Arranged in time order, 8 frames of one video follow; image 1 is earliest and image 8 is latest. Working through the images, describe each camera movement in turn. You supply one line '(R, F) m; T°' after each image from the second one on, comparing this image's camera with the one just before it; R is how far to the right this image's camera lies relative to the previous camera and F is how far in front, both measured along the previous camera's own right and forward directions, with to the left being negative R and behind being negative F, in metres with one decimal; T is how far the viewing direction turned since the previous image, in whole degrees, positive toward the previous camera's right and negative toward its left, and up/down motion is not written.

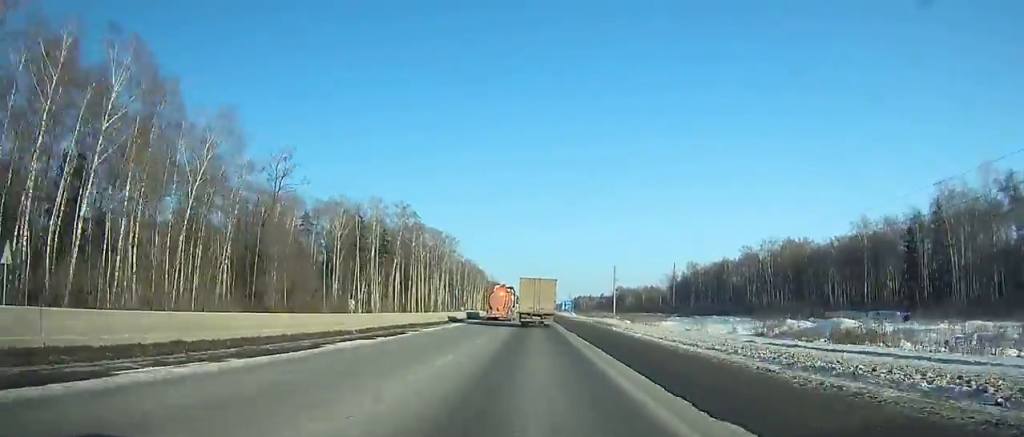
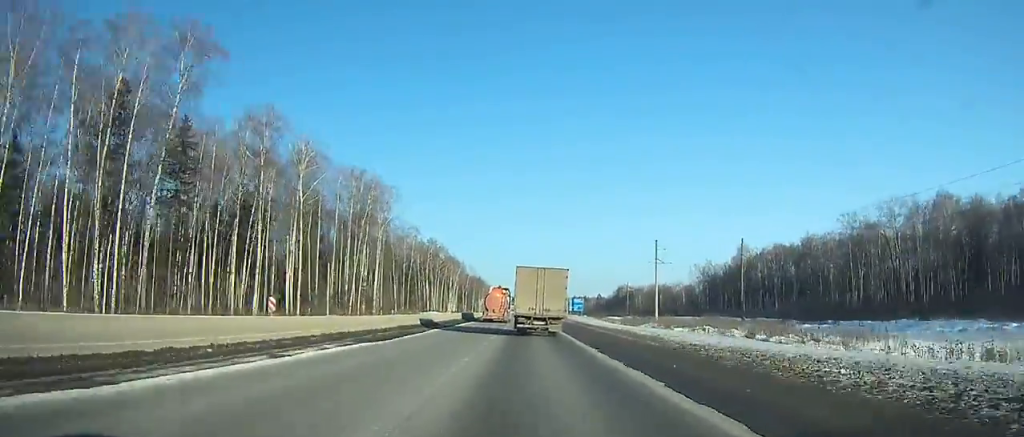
(-0.2, +88.6) m; 0°
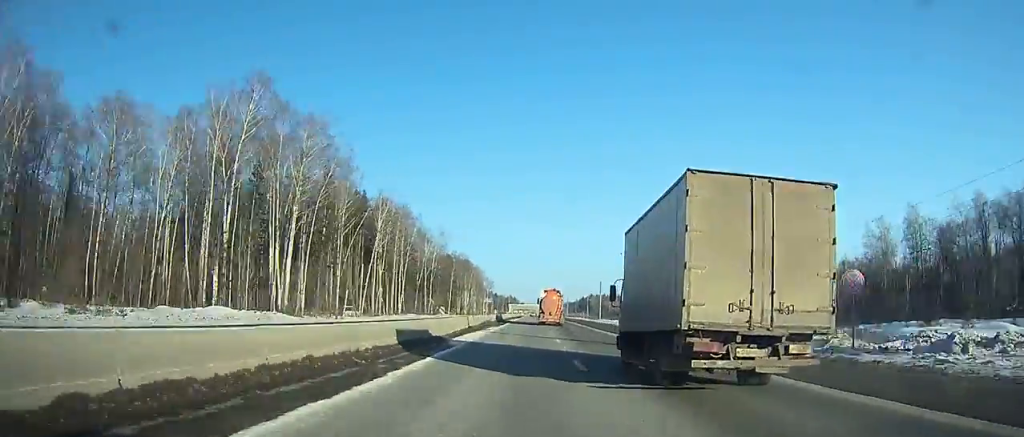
(-1.0, +150.4) m; 0°
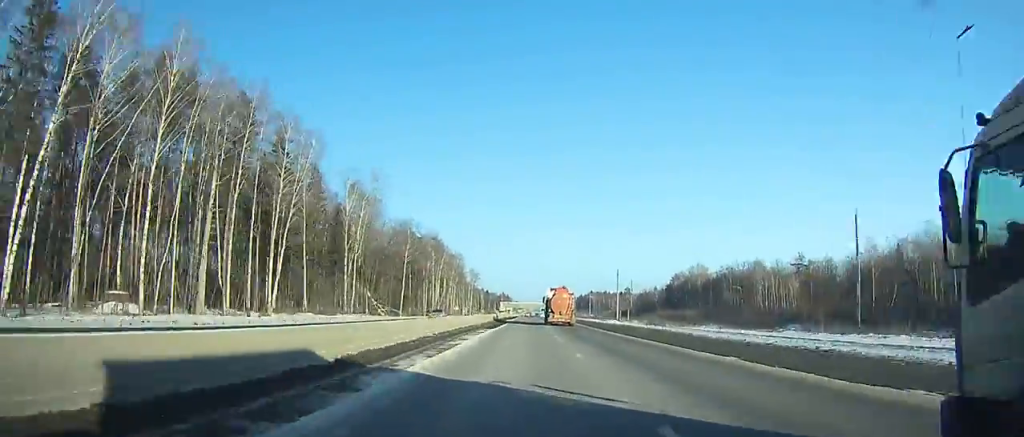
(+0.6, +69.3) m; +1°
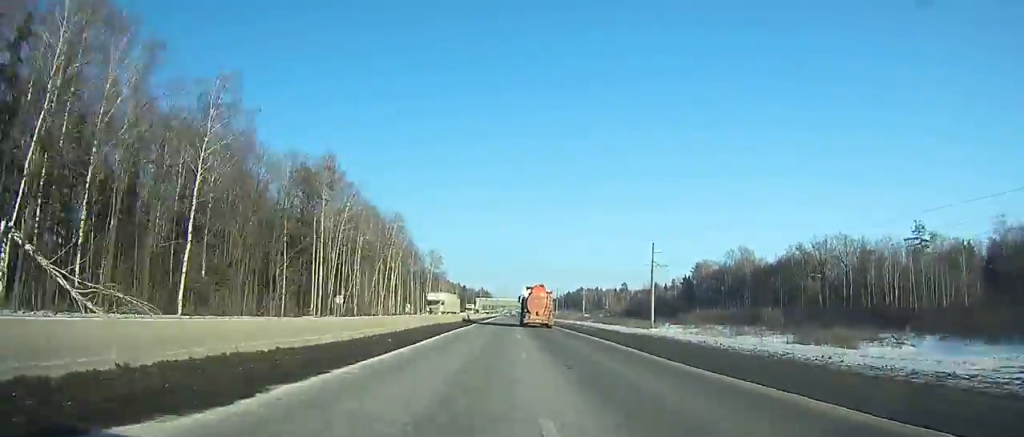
(+1.1, +81.1) m; +1°
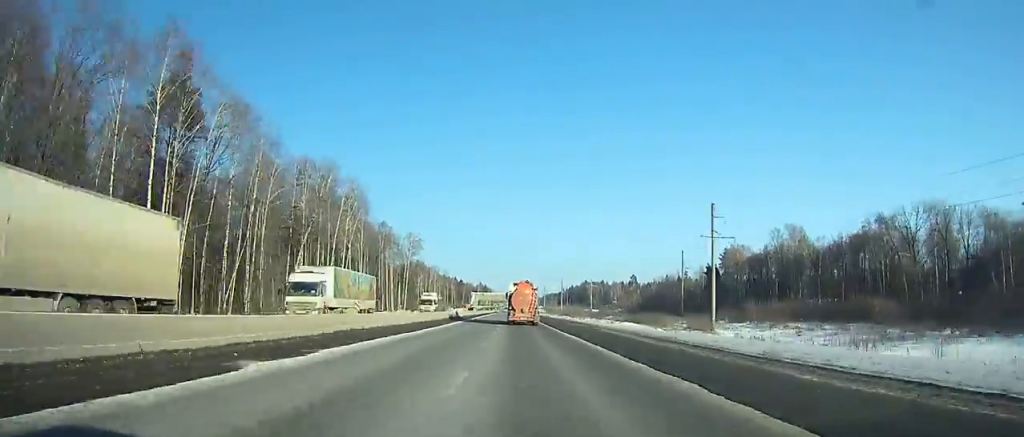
(+0.1, +41.9) m; 0°
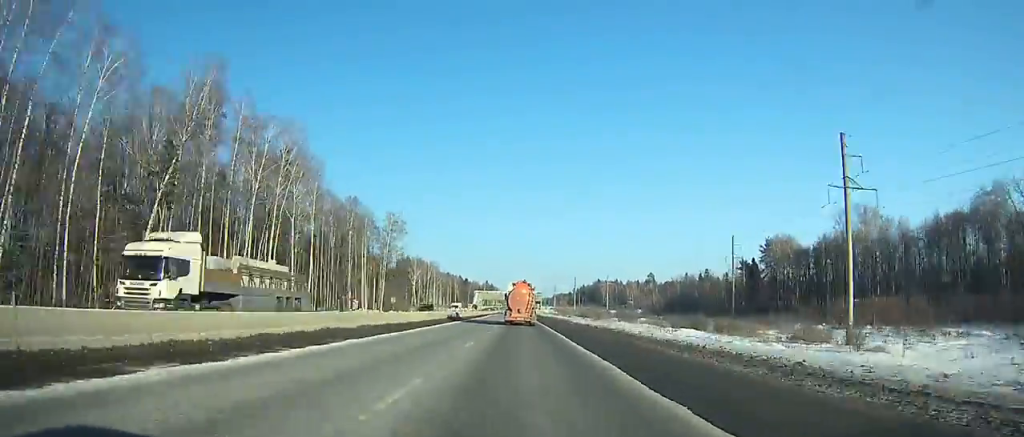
(+0.2, +36.8) m; 0°
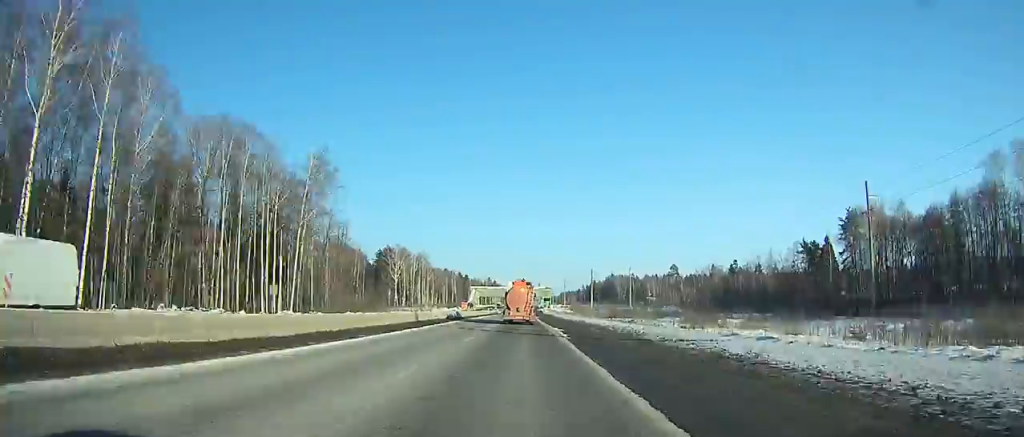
(-0.6, +54.6) m; -1°
